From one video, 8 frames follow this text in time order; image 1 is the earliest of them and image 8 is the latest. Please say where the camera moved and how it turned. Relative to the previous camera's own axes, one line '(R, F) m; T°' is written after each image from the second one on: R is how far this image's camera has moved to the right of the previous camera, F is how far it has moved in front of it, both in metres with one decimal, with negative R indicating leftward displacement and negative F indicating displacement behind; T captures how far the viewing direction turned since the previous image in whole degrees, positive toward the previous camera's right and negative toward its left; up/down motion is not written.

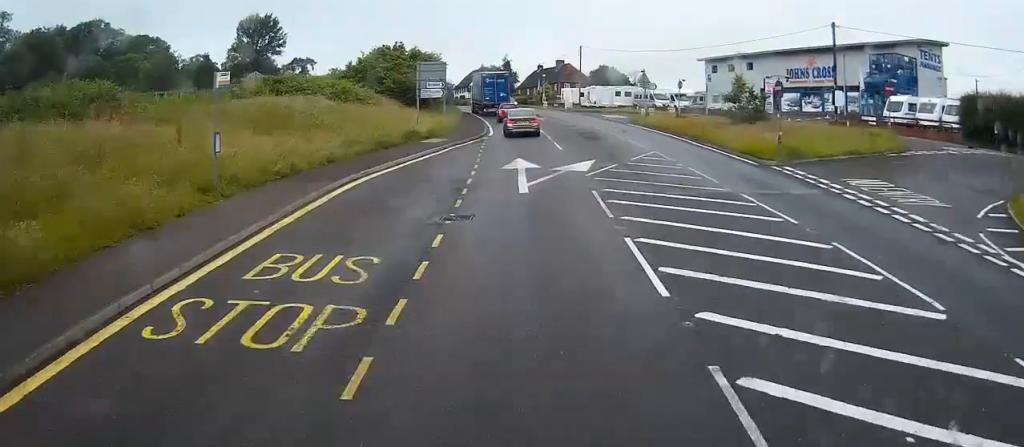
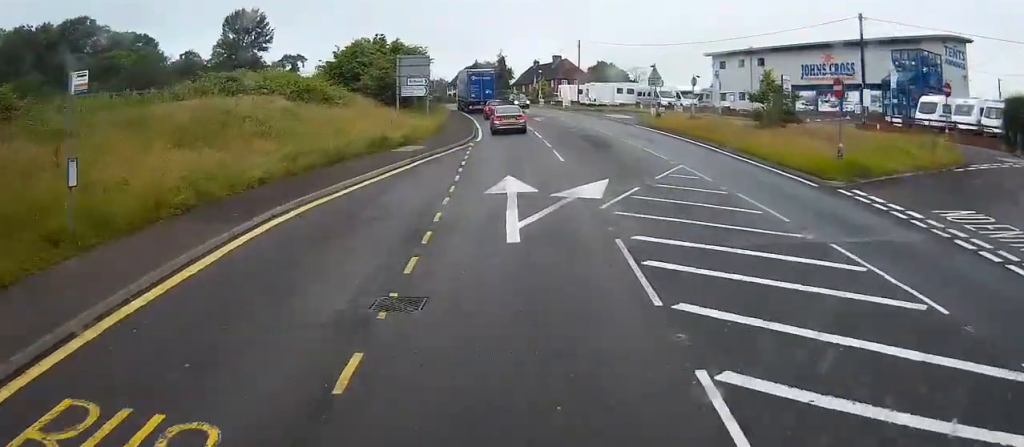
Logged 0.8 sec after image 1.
(0.0, +6.2) m; +1°
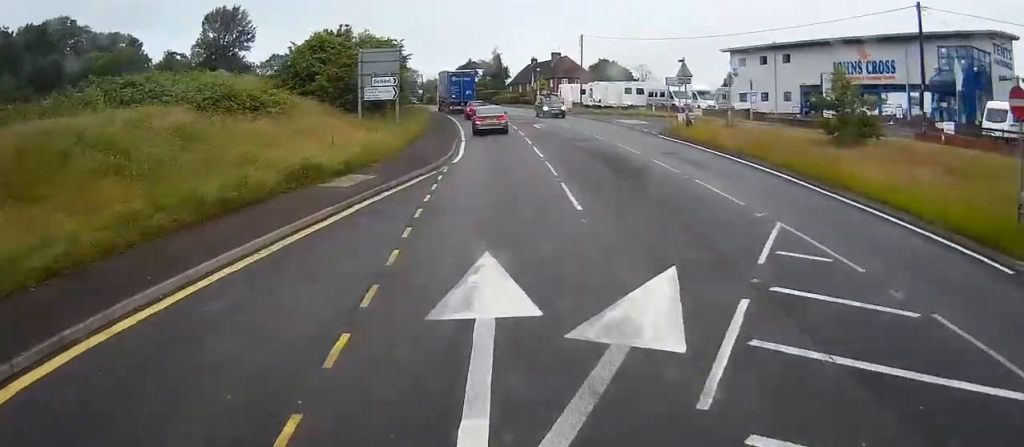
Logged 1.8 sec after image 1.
(+0.2, +9.0) m; +3°
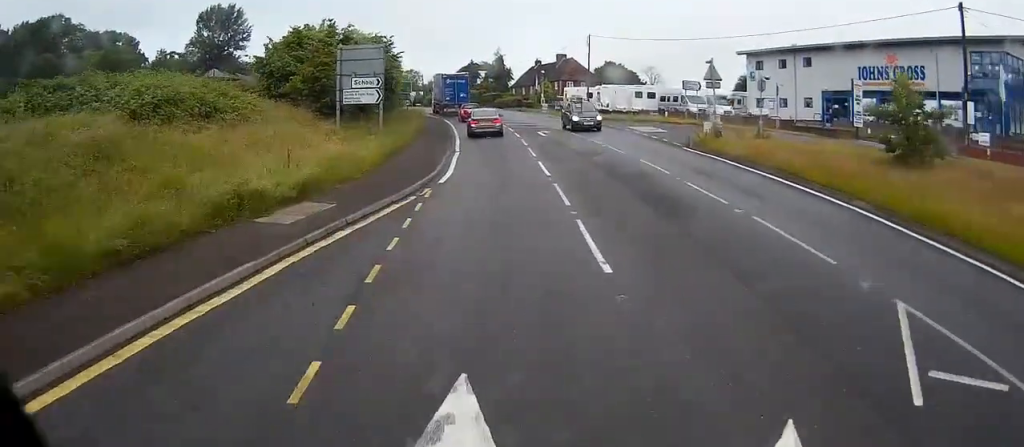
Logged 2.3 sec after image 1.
(+0.1, +4.5) m; +1°
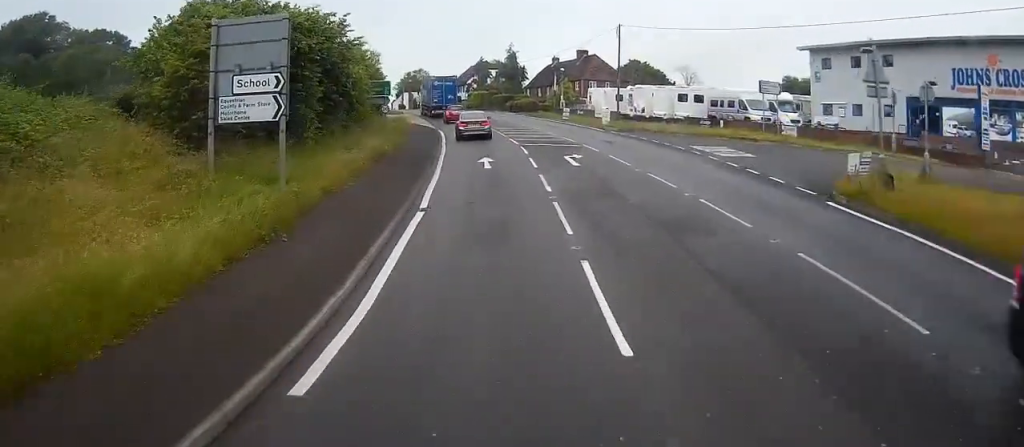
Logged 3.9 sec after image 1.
(0.0, +13.7) m; -1°
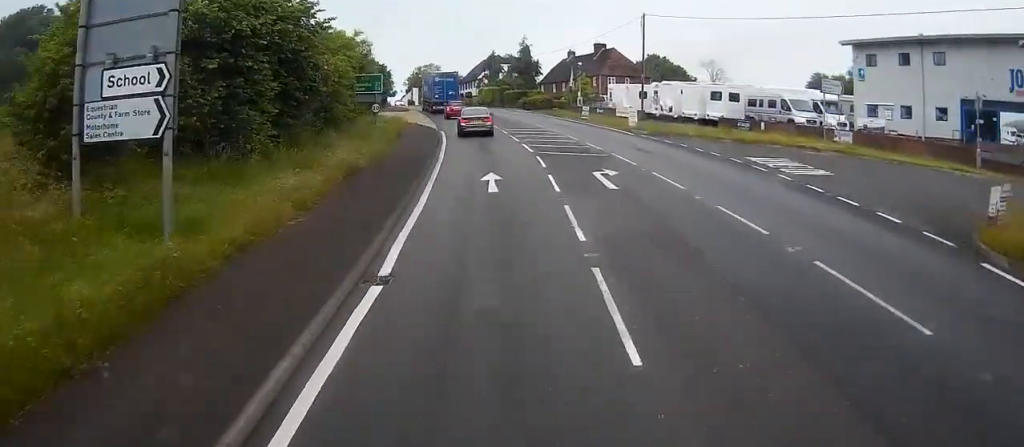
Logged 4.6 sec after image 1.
(-0.1, +5.9) m; -1°
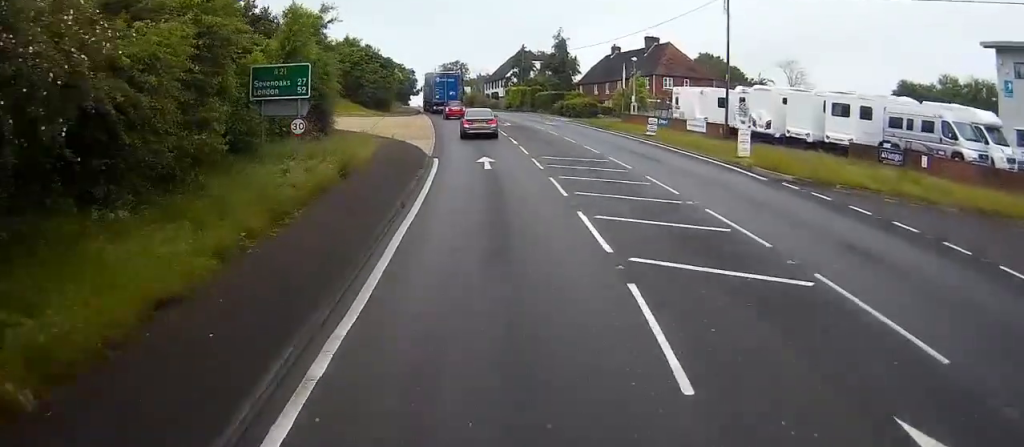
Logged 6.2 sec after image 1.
(-0.2, +15.7) m; -2°
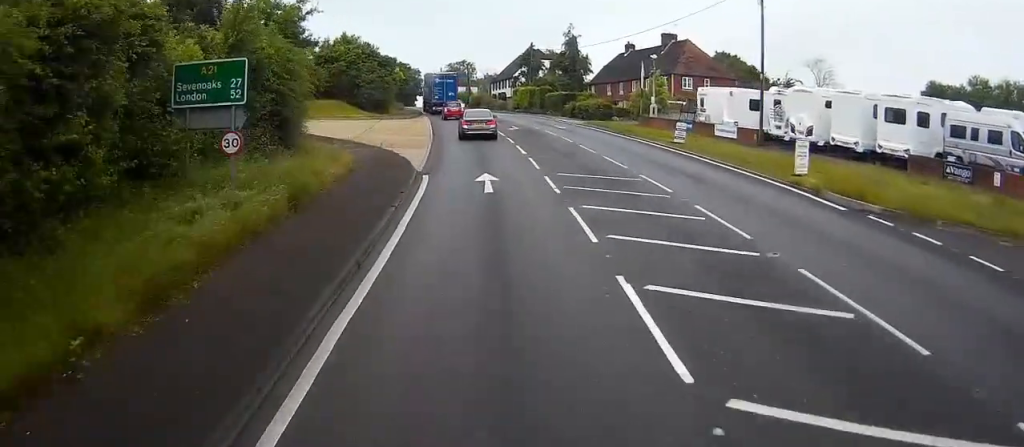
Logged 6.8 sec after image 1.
(0.0, +5.0) m; -1°
